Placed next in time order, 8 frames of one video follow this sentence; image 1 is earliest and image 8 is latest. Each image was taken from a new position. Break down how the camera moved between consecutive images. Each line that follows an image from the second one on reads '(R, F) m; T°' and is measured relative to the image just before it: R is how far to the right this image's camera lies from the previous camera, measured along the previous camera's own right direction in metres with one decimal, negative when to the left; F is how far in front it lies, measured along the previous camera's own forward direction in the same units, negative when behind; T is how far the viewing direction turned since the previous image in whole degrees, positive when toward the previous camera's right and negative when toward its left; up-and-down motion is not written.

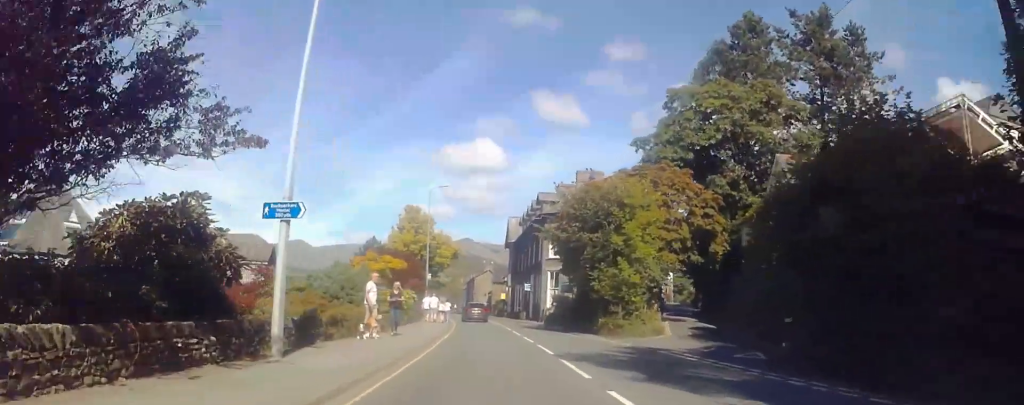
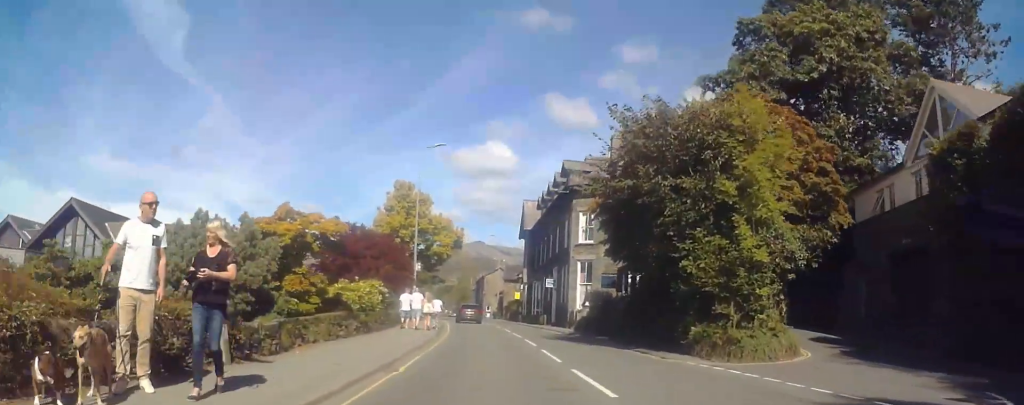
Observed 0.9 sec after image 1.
(0.0, +14.4) m; -1°
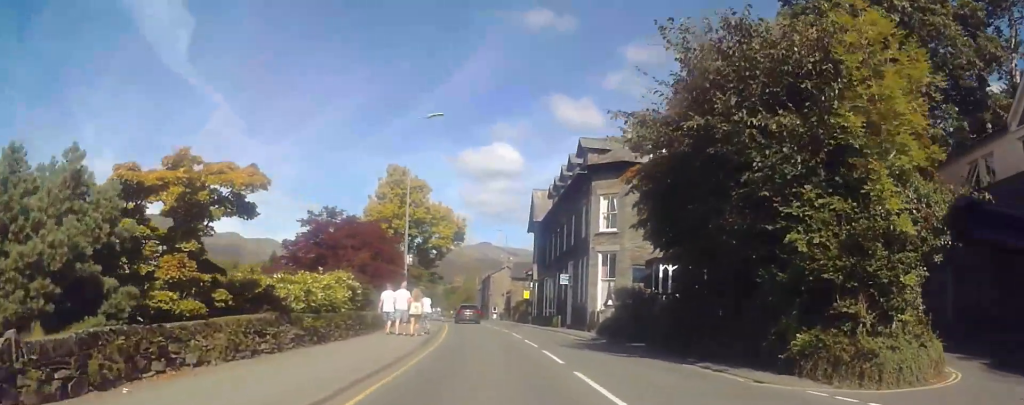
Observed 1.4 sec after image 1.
(-0.1, +6.6) m; -2°
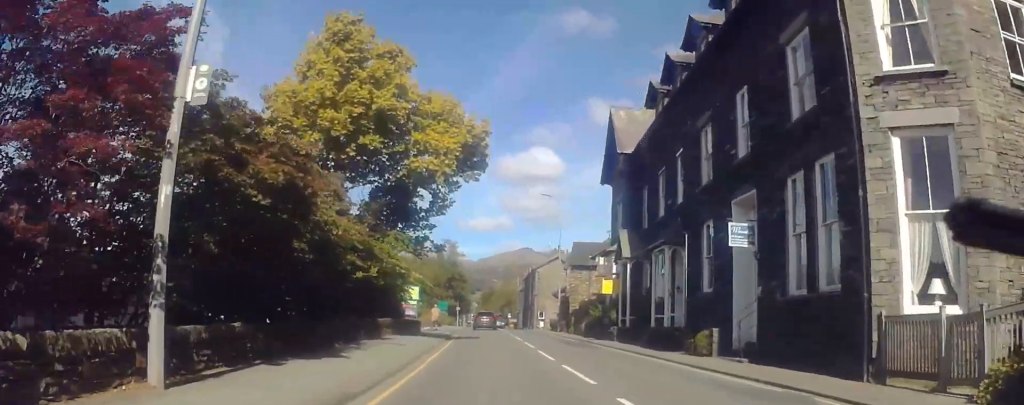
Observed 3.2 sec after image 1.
(-1.8, +27.1) m; -6°
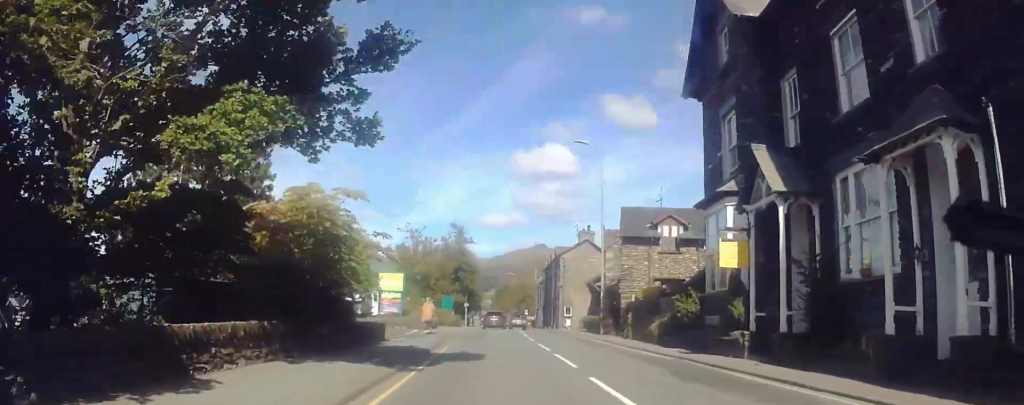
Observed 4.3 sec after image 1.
(0.0, +15.6) m; 0°
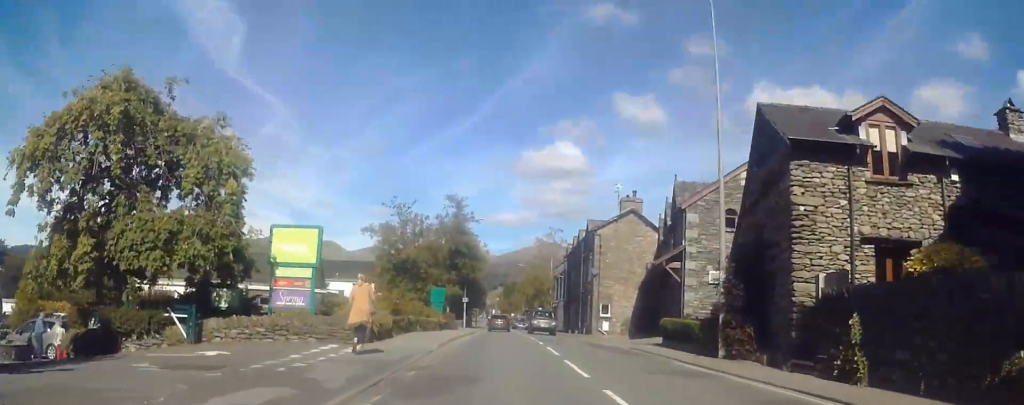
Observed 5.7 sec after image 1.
(+0.1, +19.5) m; +1°
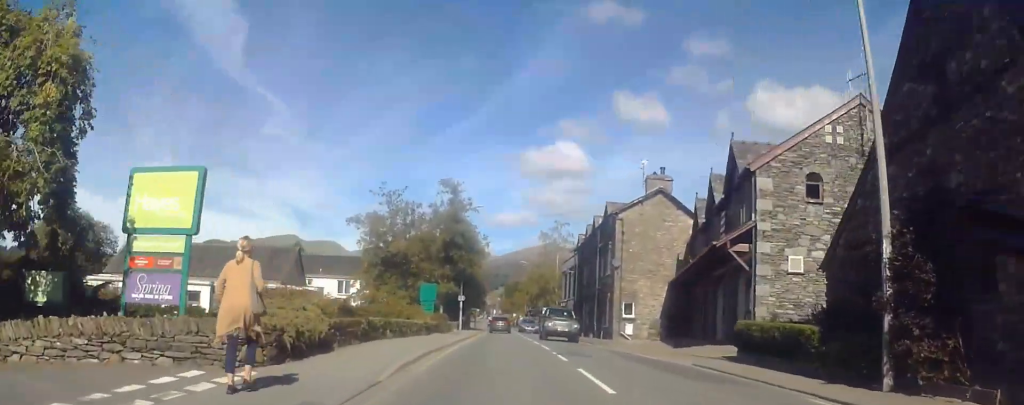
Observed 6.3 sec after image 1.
(+0.1, +8.2) m; 0°
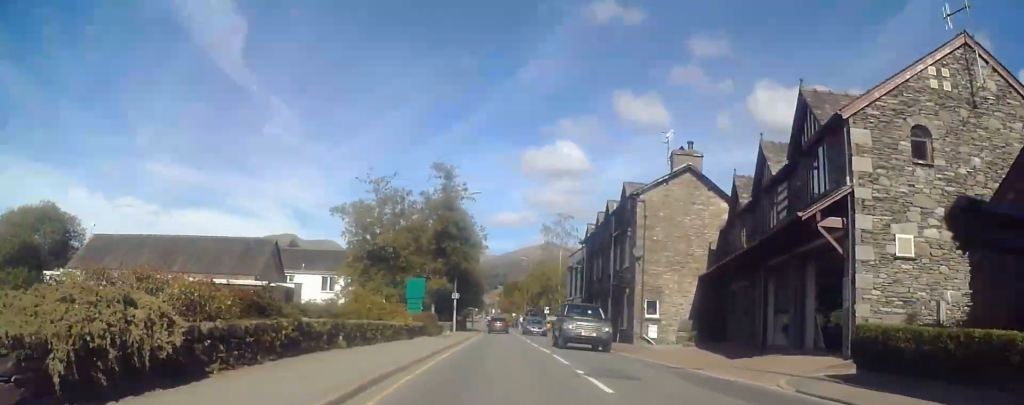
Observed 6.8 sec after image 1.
(+0.1, +6.3) m; 0°
